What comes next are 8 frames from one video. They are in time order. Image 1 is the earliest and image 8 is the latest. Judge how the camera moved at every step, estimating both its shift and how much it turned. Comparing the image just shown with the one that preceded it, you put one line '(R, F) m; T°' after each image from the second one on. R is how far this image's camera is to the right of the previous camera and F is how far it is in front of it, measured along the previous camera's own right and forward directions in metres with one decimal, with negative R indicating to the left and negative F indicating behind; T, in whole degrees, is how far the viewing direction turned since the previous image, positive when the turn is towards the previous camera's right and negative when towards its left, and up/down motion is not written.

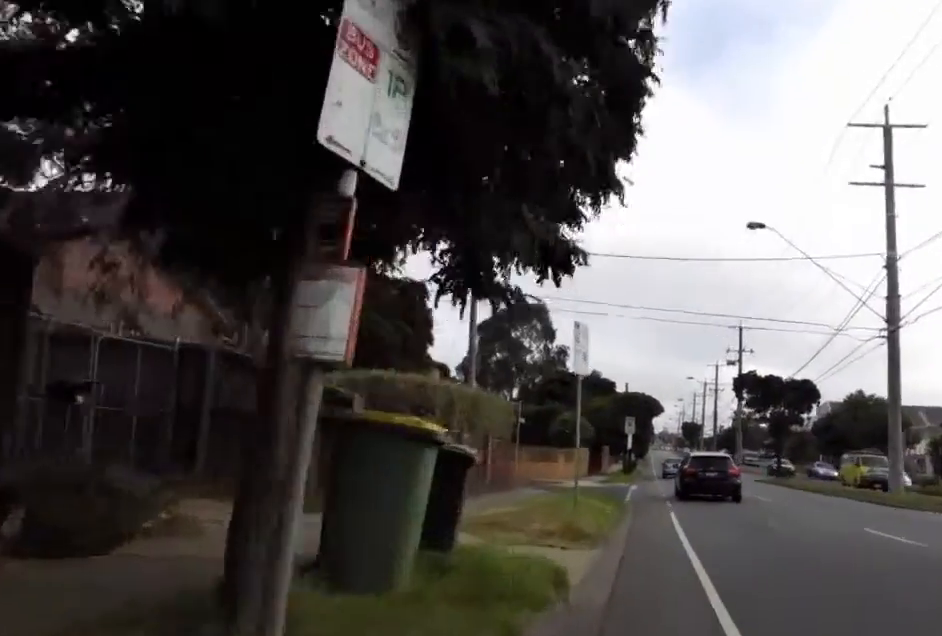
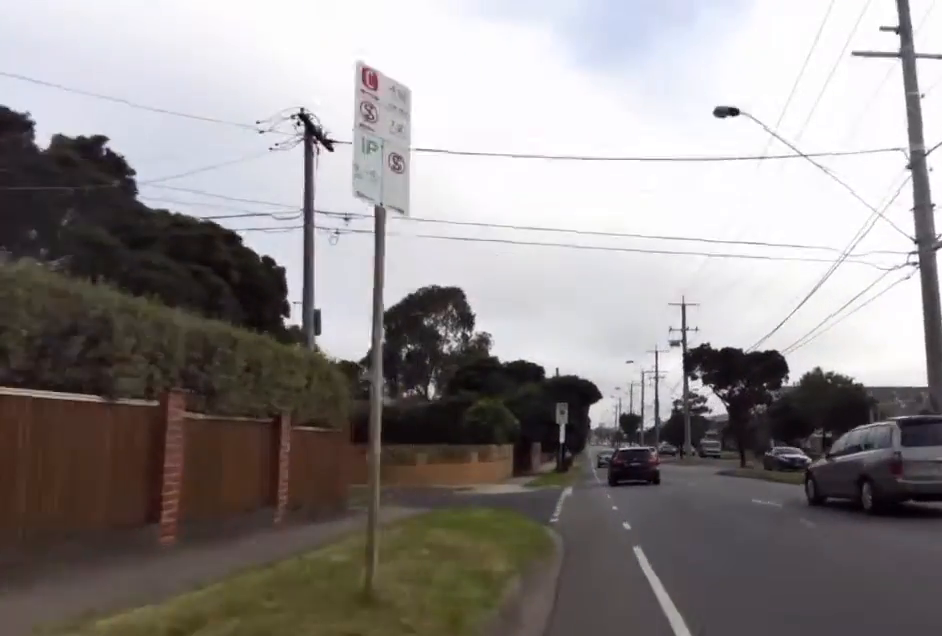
(-0.2, +9.2) m; 0°
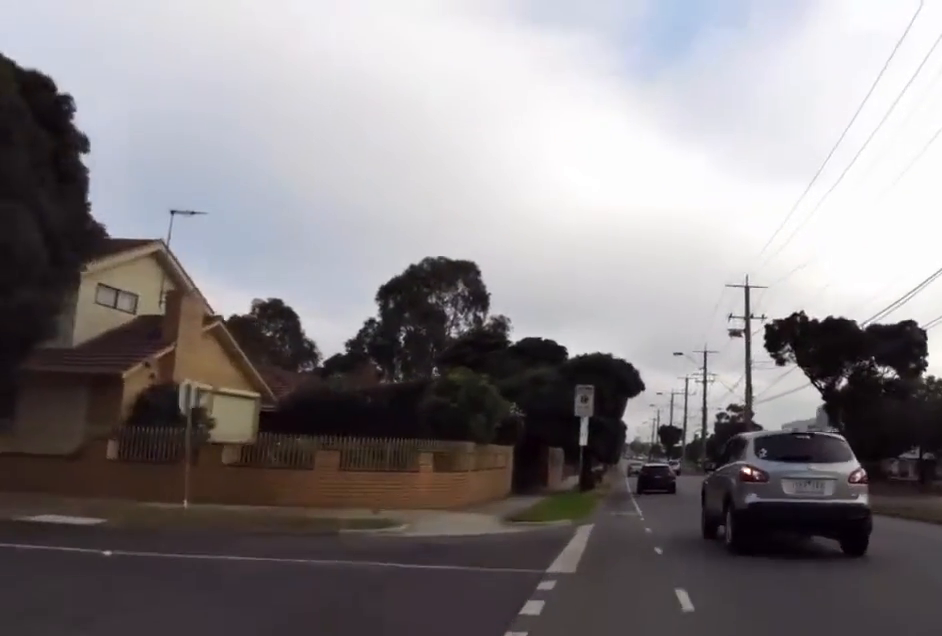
(-0.3, +13.5) m; -6°
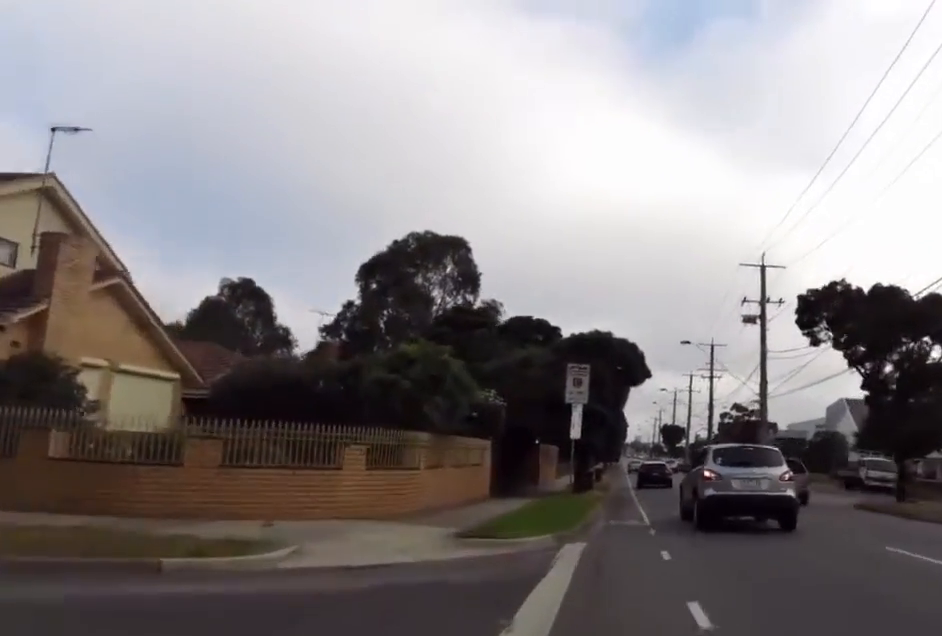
(-0.1, +5.0) m; +1°
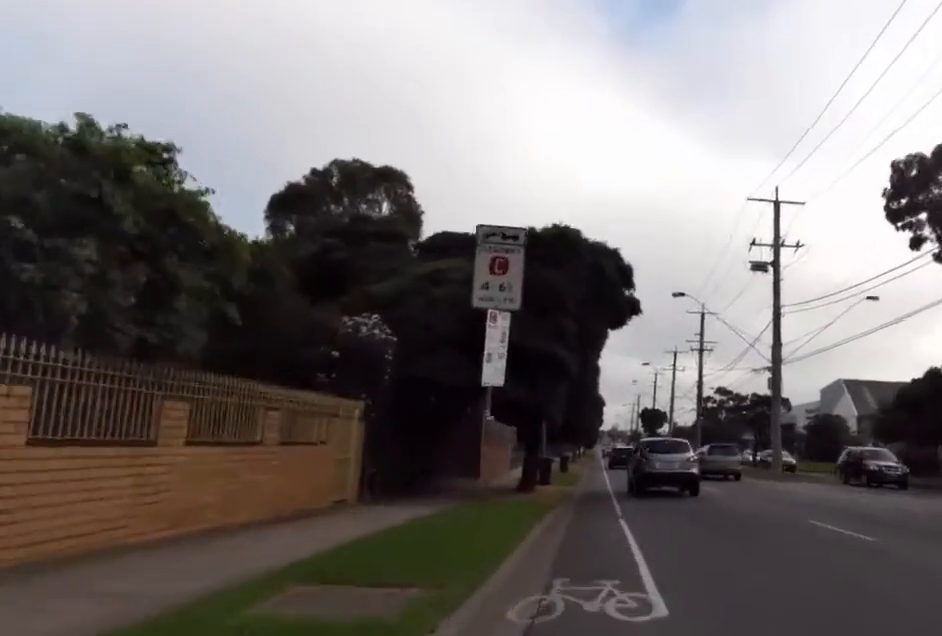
(+0.6, +10.0) m; +8°
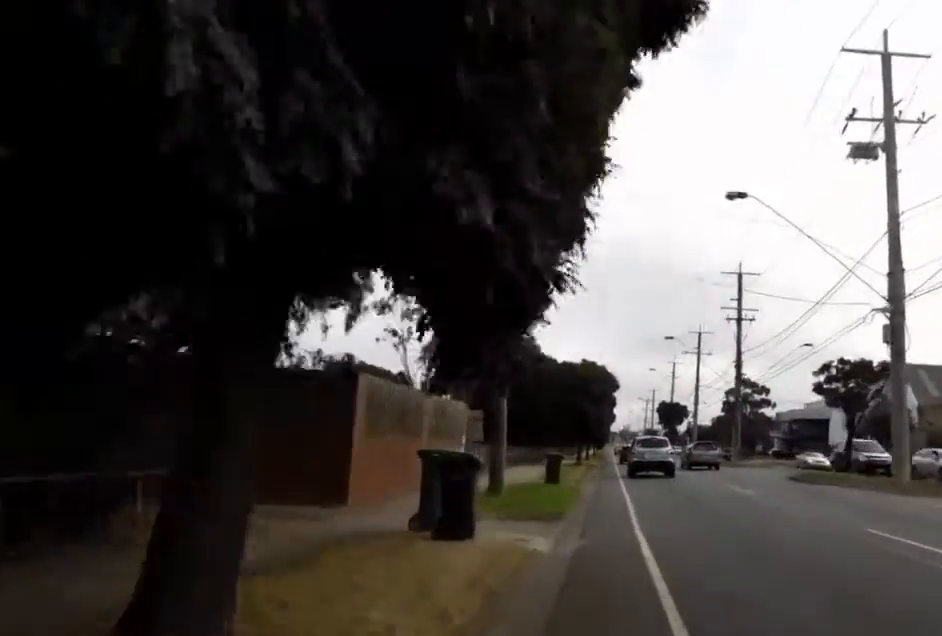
(+0.9, +14.1) m; -2°
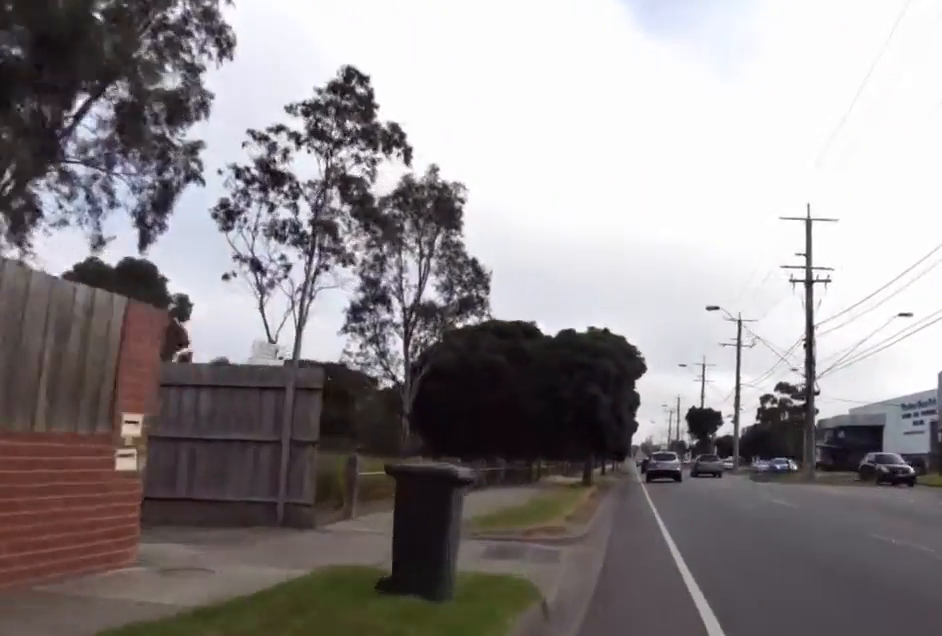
(-0.9, +15.0) m; -2°
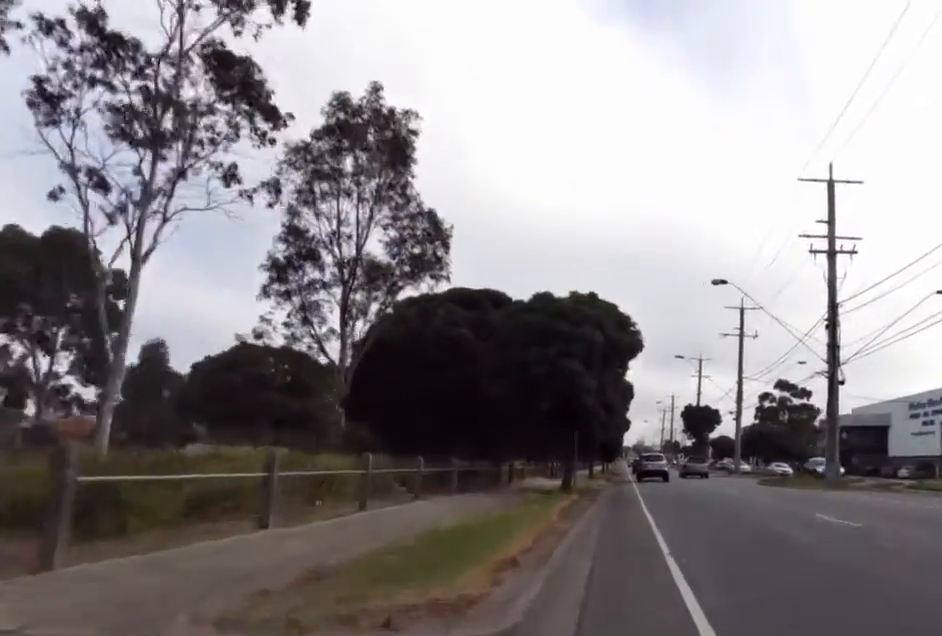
(+0.5, +5.8) m; 0°
